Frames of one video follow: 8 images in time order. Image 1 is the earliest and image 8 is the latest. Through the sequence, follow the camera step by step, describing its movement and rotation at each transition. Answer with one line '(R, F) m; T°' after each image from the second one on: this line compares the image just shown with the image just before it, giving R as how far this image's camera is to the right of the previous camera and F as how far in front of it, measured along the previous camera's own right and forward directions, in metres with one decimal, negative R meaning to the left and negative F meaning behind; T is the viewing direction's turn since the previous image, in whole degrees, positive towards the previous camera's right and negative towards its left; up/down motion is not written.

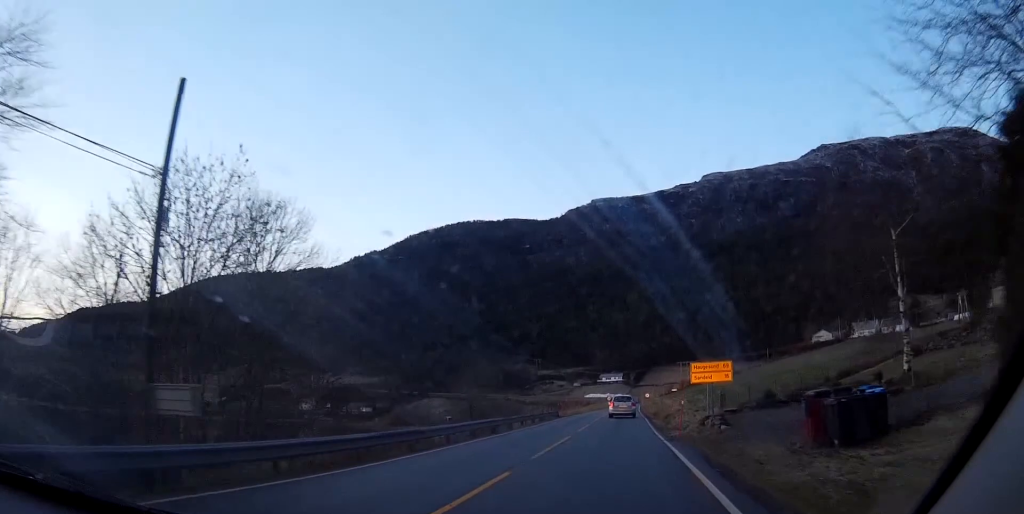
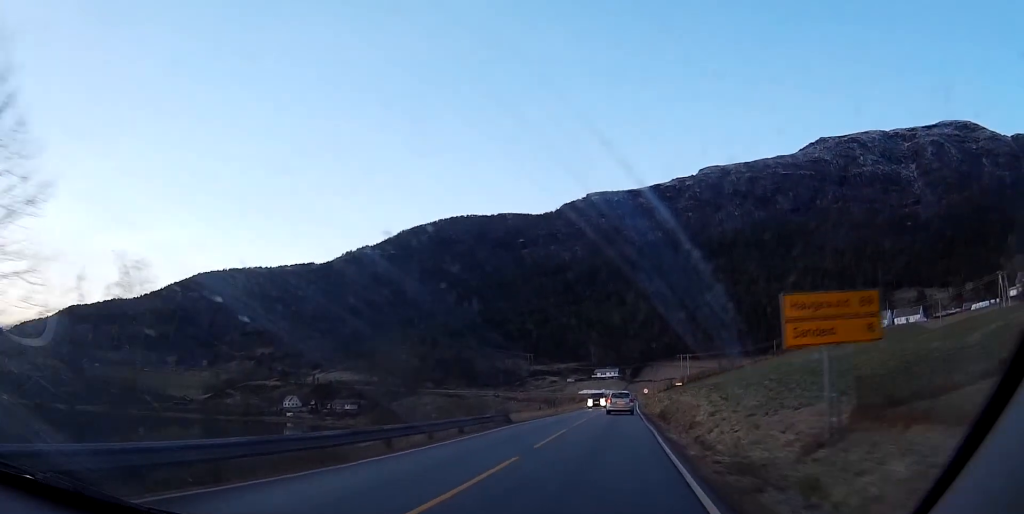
(0.0, +22.4) m; 0°
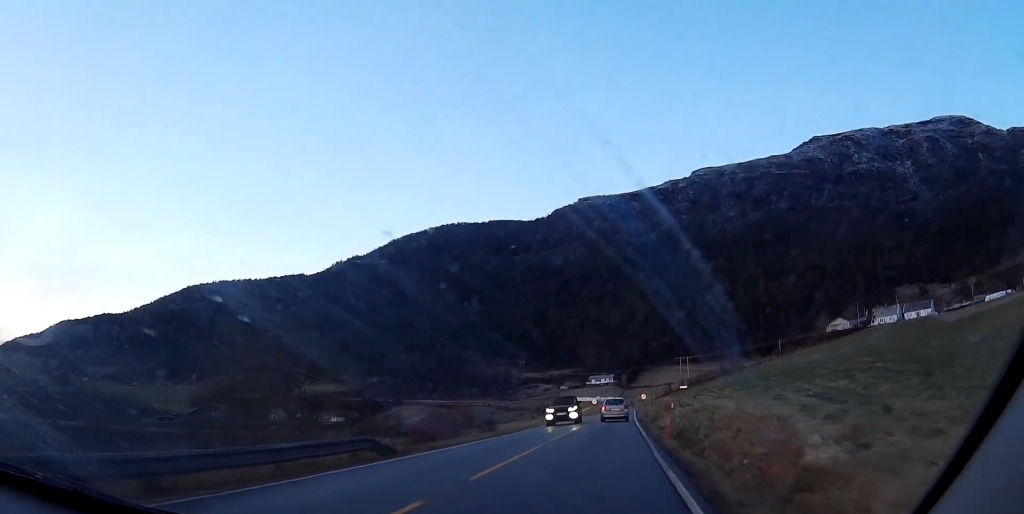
(0.0, +18.0) m; 0°
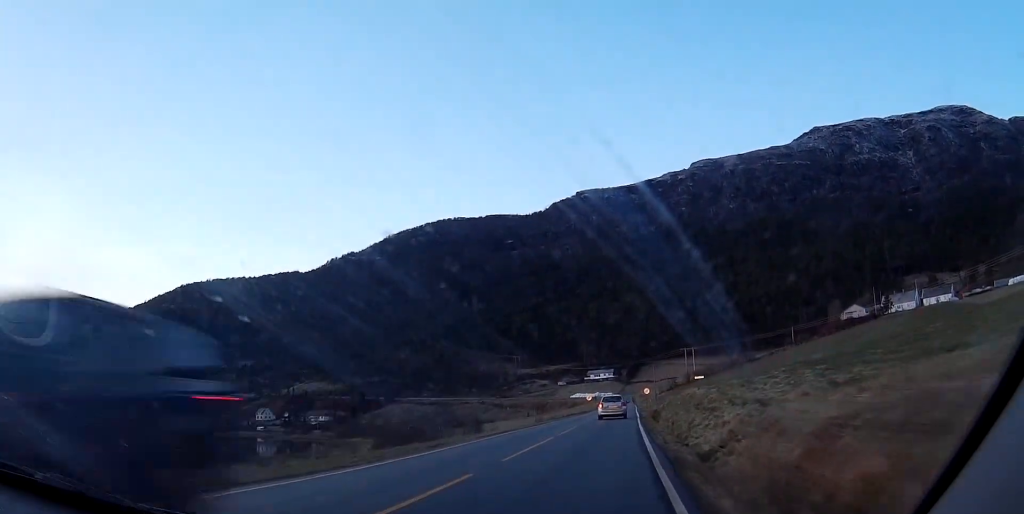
(0.0, +21.1) m; -1°
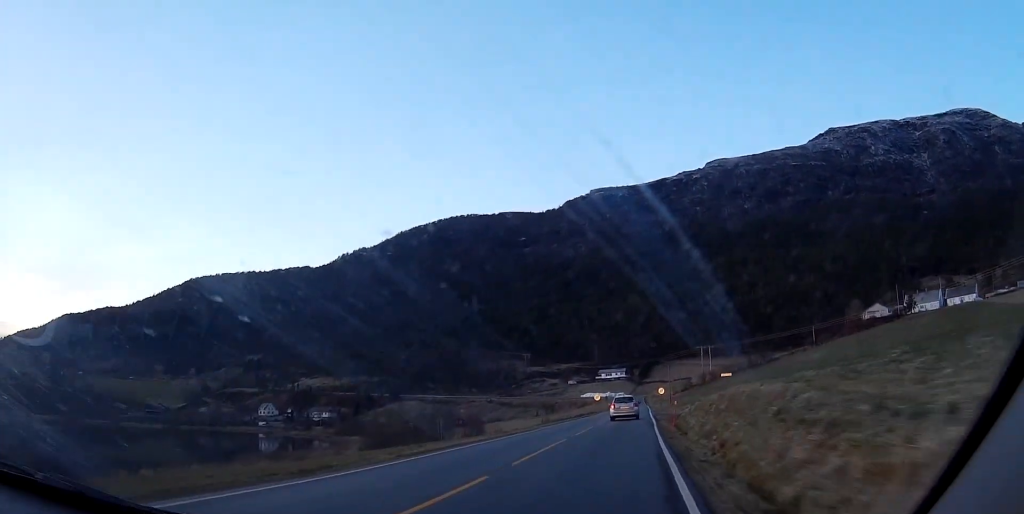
(-0.2, +12.4) m; 0°
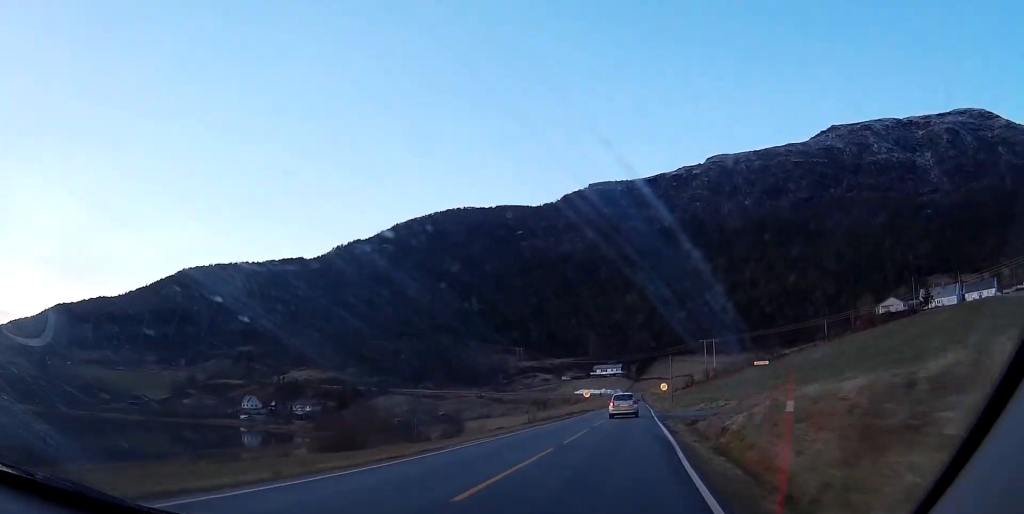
(+0.1, +17.9) m; 0°
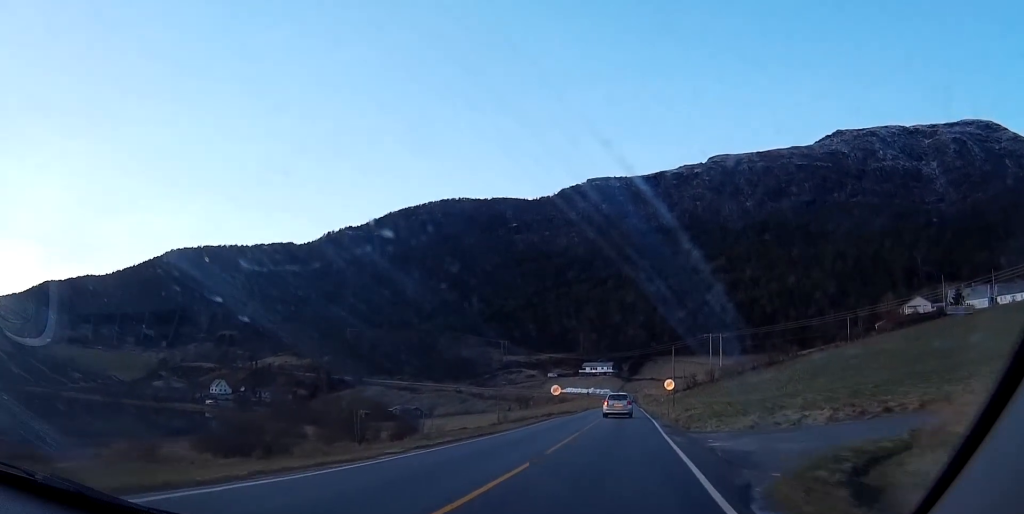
(0.0, +28.7) m; 0°
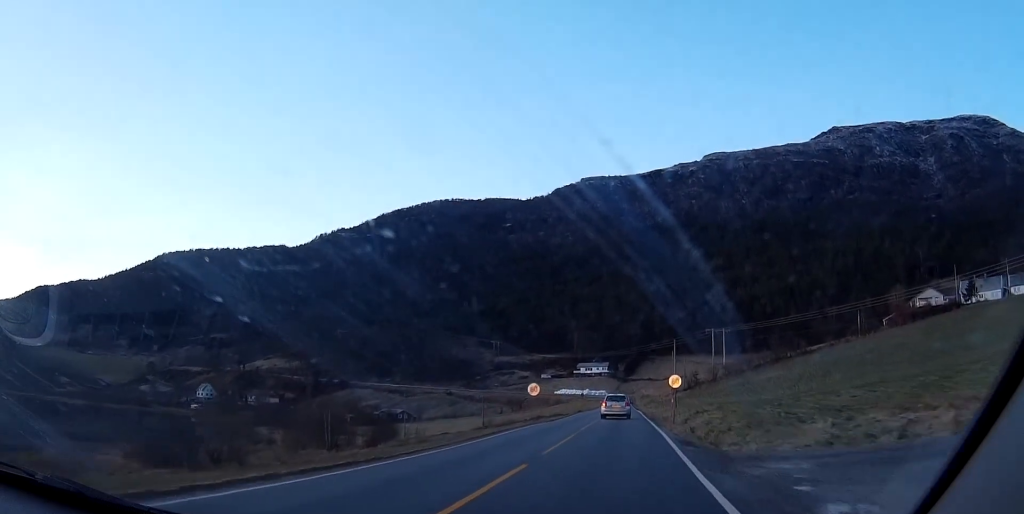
(0.0, +12.0) m; 0°
